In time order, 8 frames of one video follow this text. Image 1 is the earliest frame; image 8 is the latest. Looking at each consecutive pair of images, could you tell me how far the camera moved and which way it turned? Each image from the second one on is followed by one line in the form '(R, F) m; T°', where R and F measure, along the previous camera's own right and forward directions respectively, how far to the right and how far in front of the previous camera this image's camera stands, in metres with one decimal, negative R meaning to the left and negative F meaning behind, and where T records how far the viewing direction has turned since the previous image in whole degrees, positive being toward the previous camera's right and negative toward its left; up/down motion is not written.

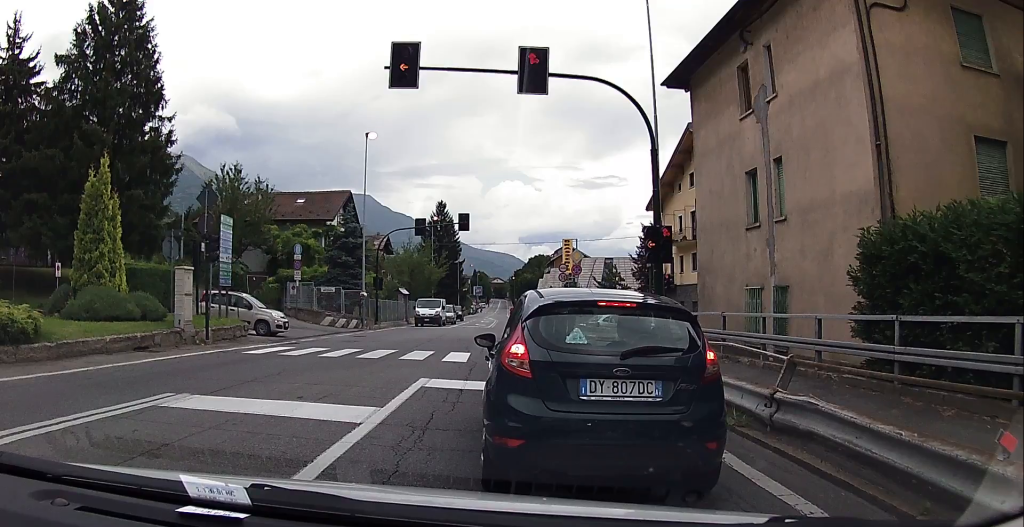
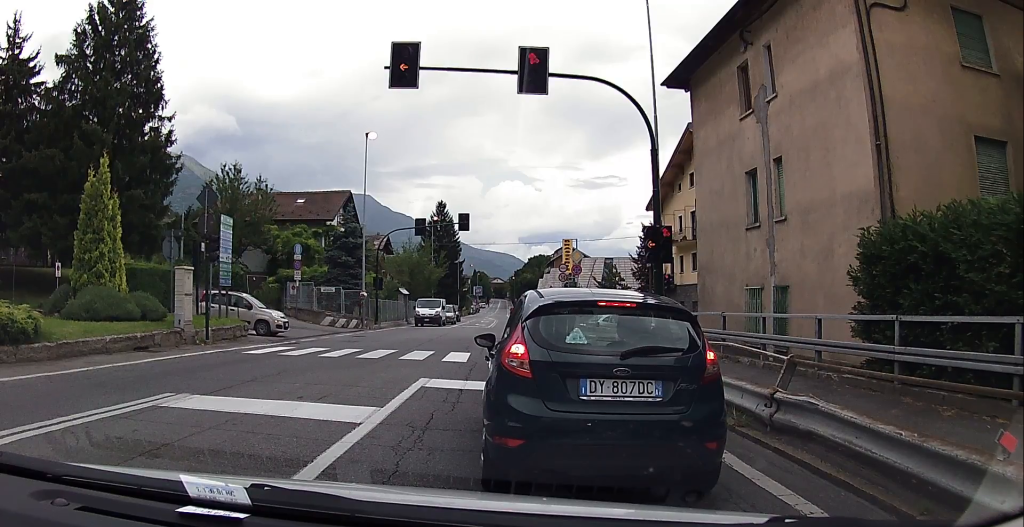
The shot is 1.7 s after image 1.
(0.0, 0.0) m; 0°
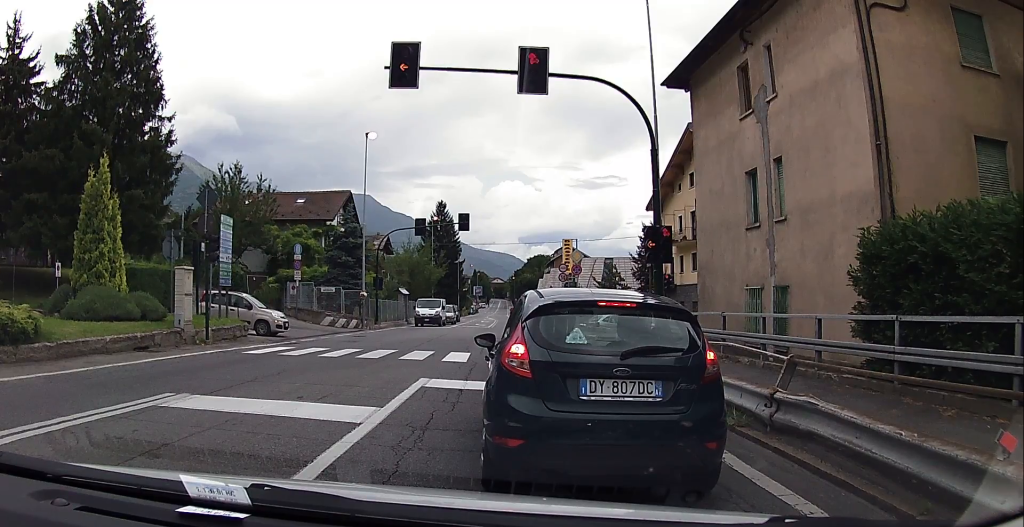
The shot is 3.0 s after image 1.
(0.0, 0.0) m; 0°
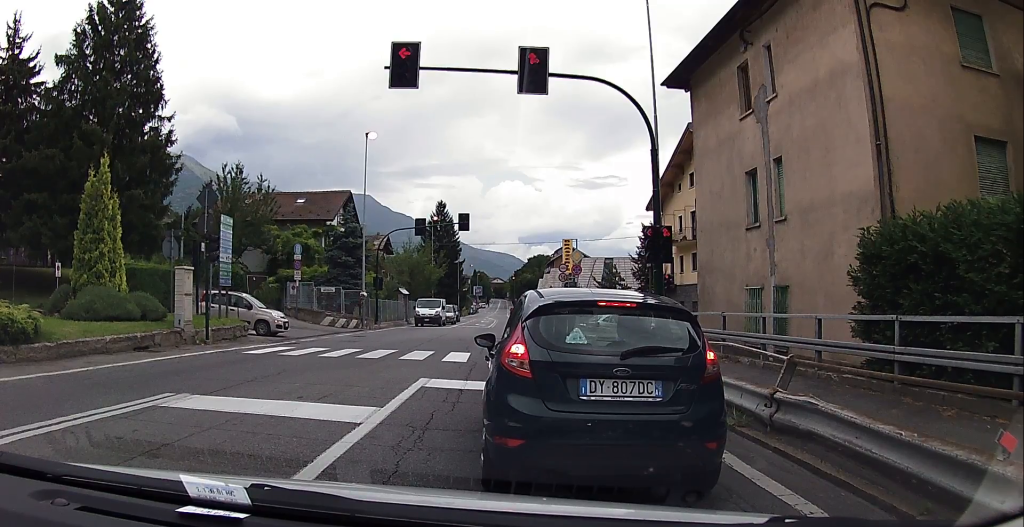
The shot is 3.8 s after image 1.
(0.0, 0.0) m; 0°
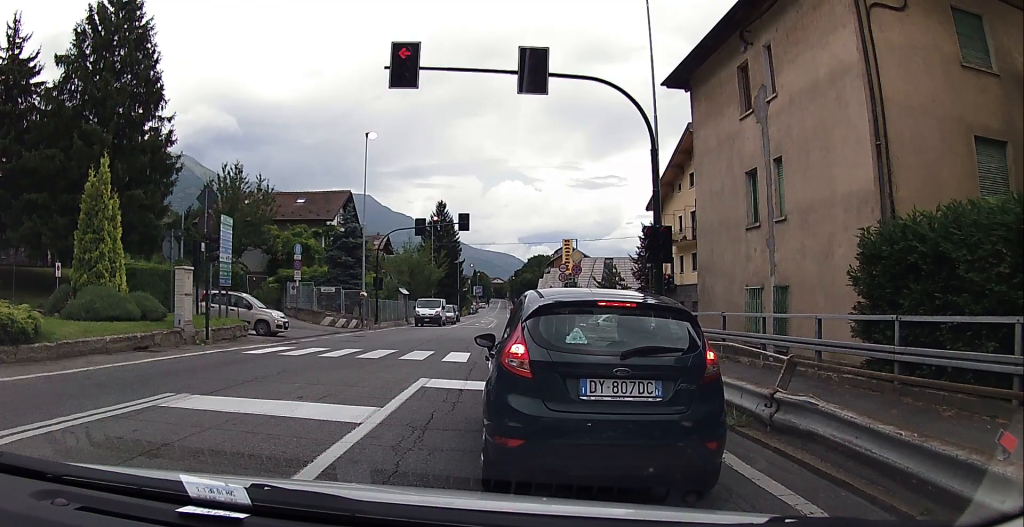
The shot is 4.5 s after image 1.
(0.0, 0.0) m; 0°
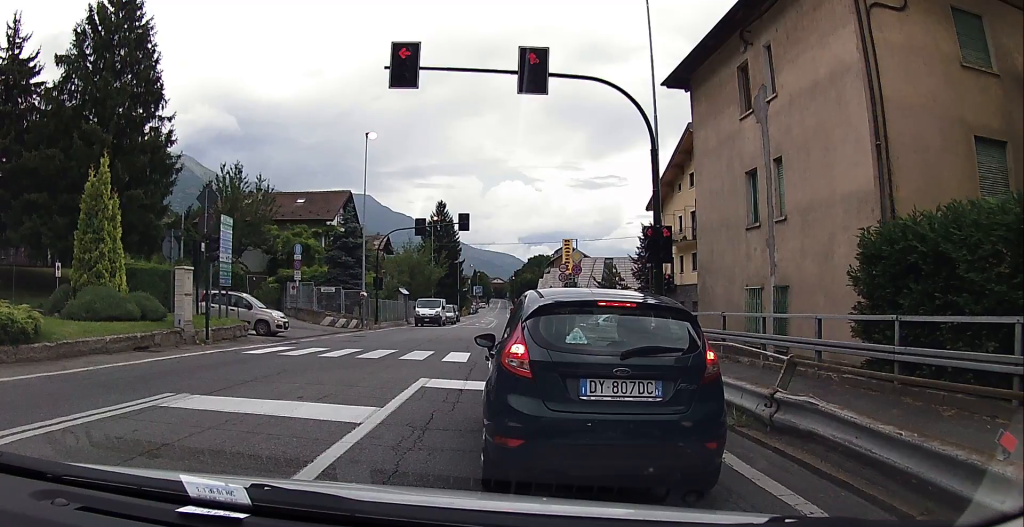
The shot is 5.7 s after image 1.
(0.0, 0.0) m; 0°
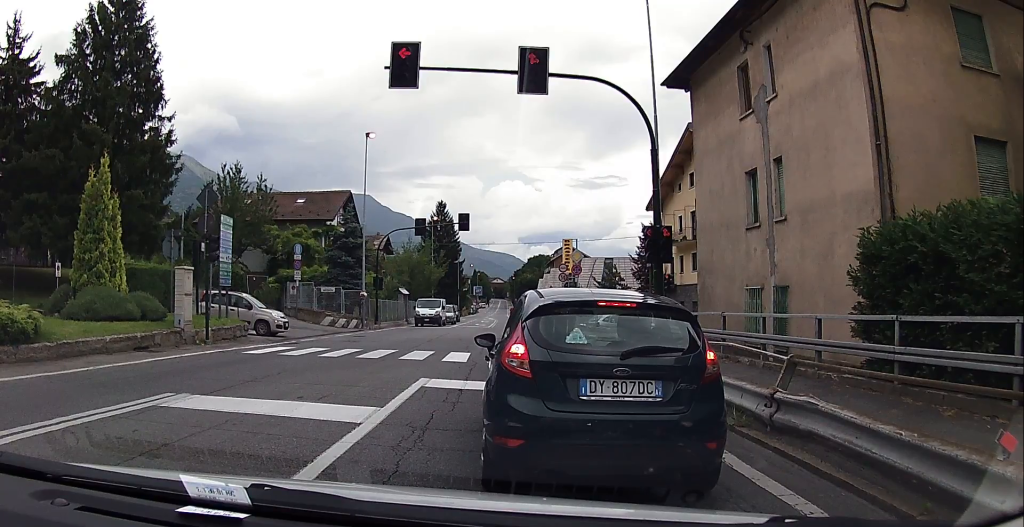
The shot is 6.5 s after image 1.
(0.0, 0.0) m; 0°
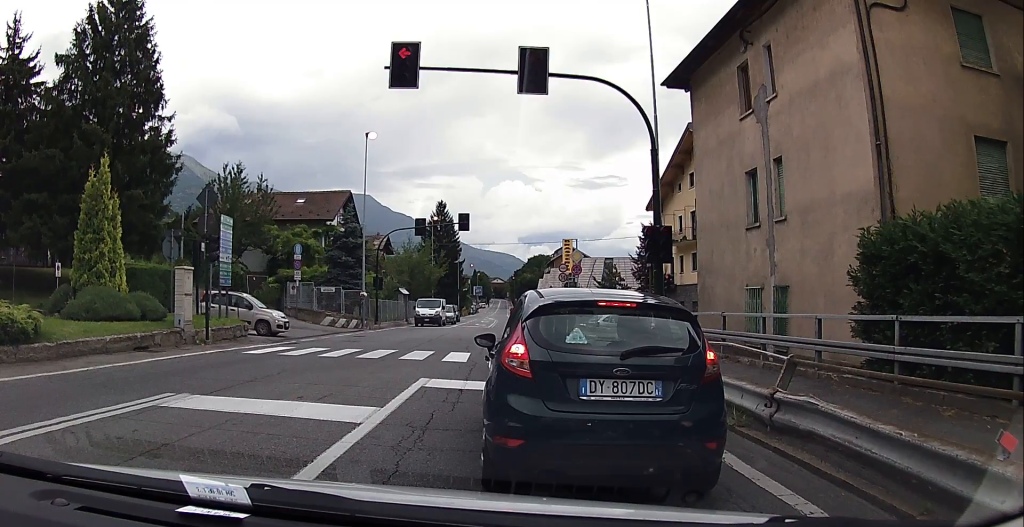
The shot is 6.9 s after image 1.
(0.0, 0.0) m; 0°
